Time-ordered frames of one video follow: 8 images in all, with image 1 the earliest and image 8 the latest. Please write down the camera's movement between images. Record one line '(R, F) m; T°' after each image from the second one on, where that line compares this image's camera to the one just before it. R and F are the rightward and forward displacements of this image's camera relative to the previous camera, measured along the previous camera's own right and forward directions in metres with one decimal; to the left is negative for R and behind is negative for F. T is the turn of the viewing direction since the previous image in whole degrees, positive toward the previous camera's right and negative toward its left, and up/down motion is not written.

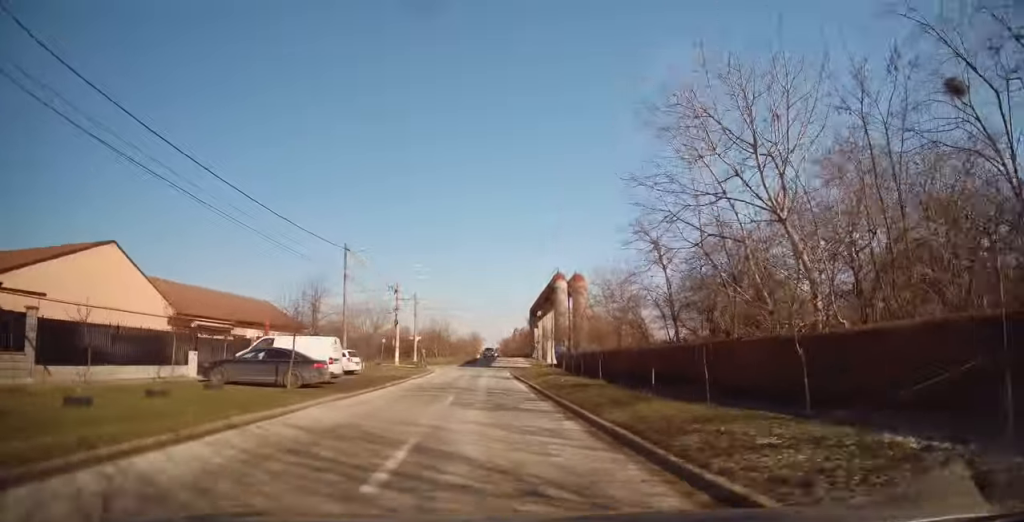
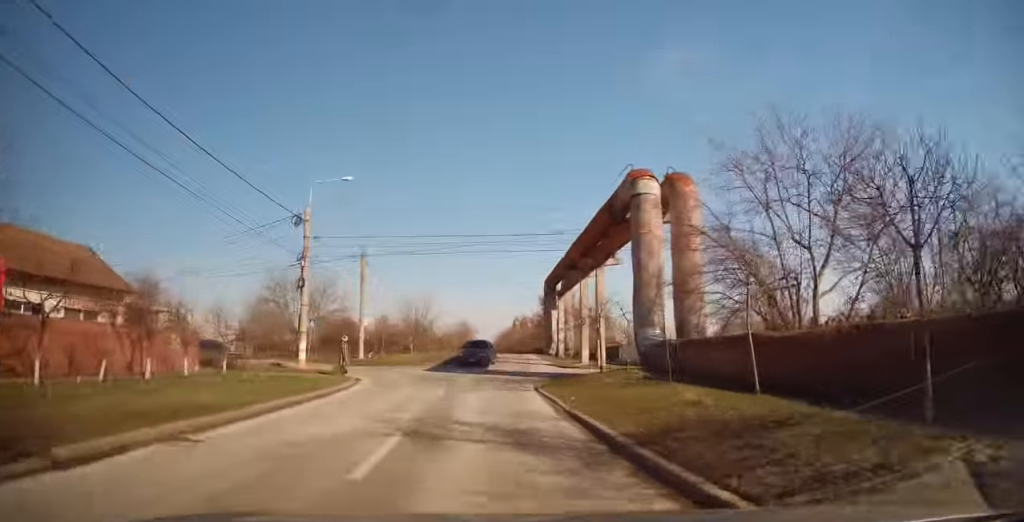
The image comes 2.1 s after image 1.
(+0.5, +24.4) m; +1°
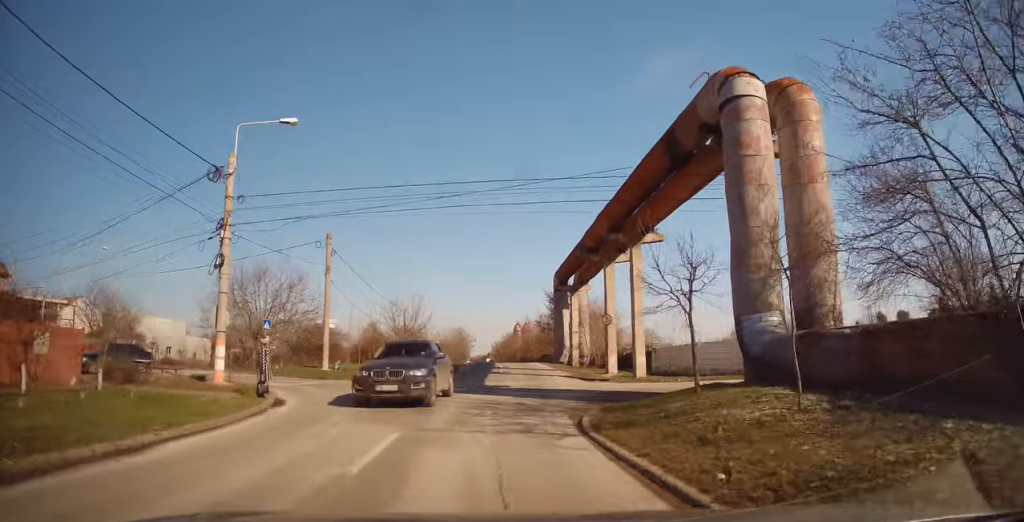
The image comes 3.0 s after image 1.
(-0.1, +7.7) m; 0°
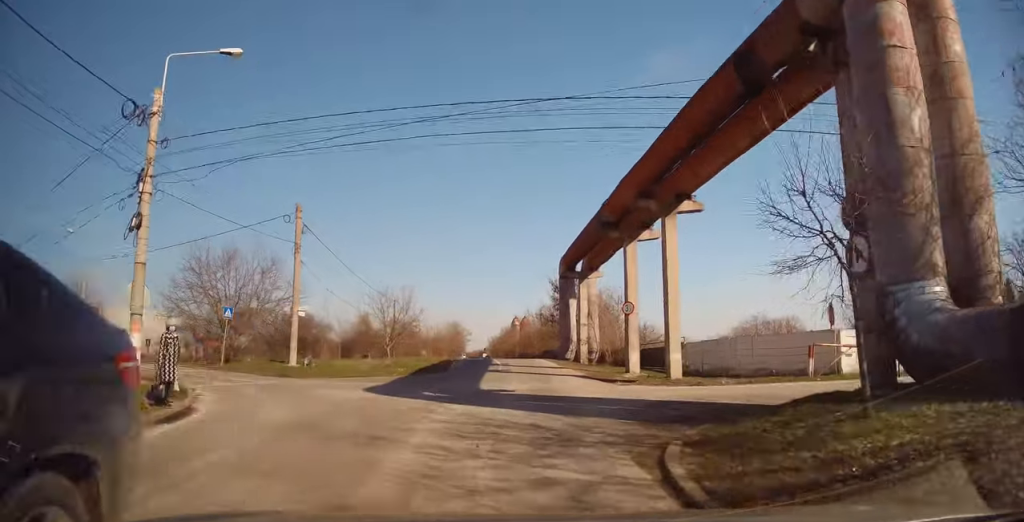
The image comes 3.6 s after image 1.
(+0.1, +3.9) m; +1°
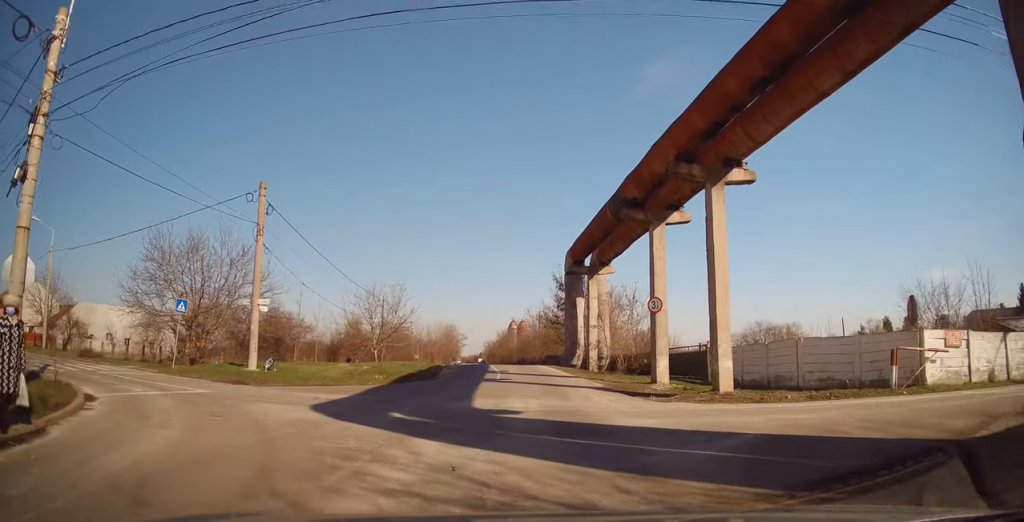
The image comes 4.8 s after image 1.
(+0.1, +5.3) m; +3°
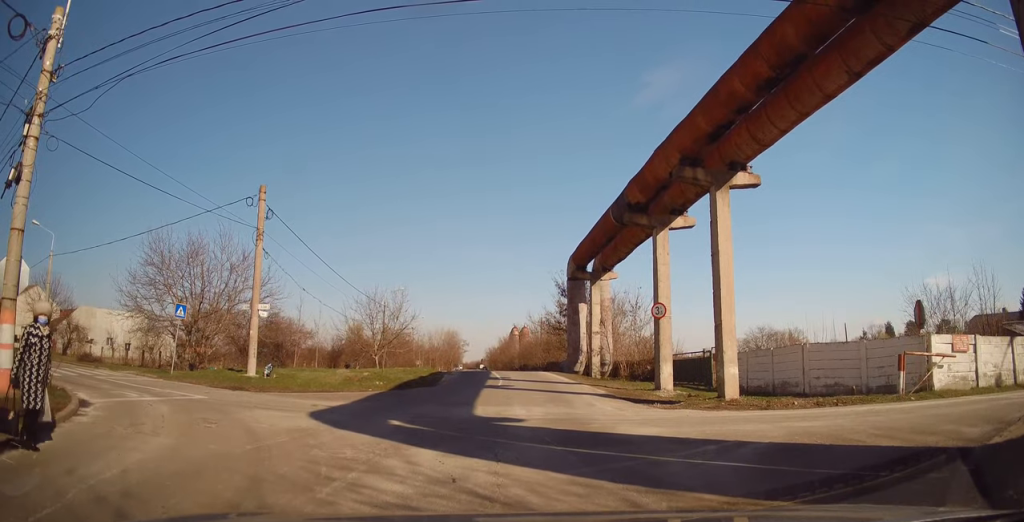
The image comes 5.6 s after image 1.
(+0.1, +2.1) m; -1°
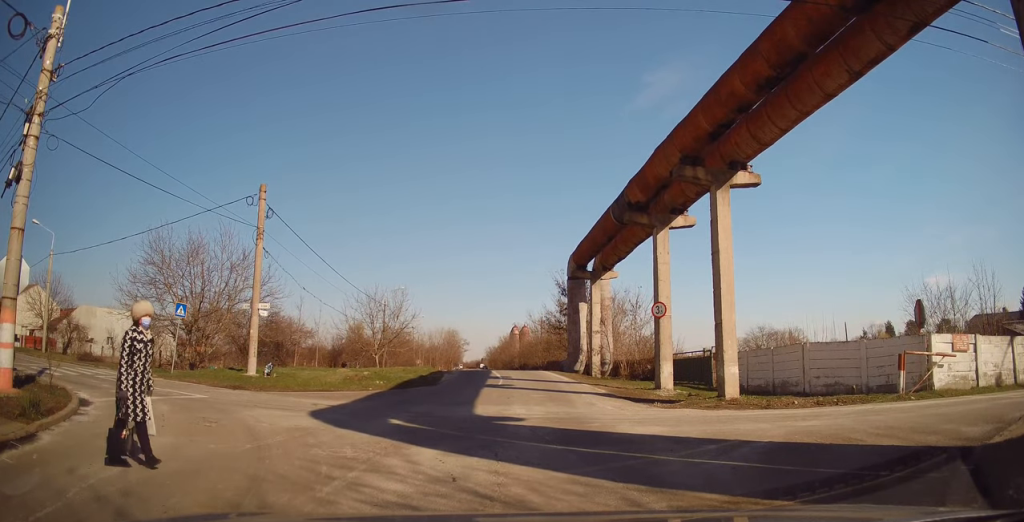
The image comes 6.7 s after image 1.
(-0.1, +1.6) m; -1°
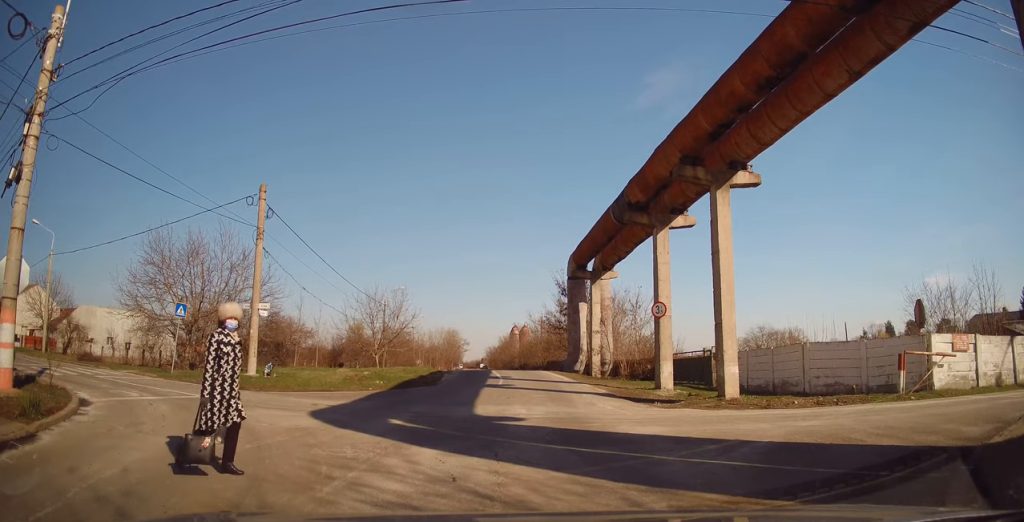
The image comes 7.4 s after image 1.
(-0.1, +0.3) m; 0°
